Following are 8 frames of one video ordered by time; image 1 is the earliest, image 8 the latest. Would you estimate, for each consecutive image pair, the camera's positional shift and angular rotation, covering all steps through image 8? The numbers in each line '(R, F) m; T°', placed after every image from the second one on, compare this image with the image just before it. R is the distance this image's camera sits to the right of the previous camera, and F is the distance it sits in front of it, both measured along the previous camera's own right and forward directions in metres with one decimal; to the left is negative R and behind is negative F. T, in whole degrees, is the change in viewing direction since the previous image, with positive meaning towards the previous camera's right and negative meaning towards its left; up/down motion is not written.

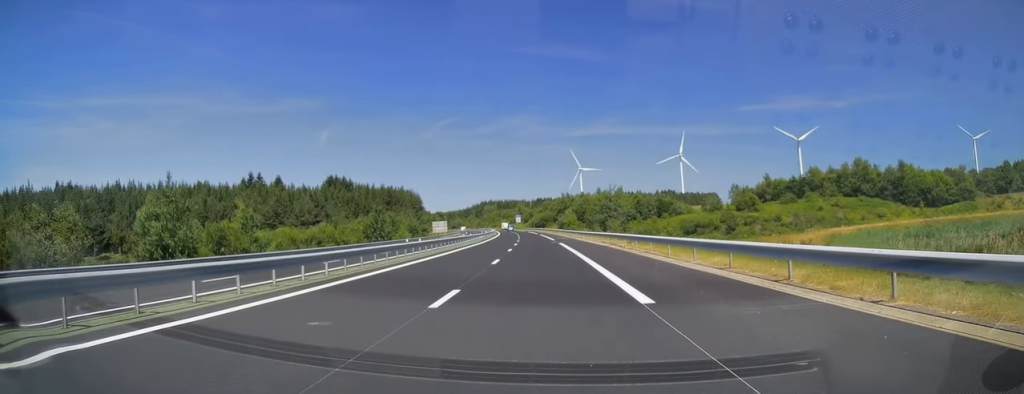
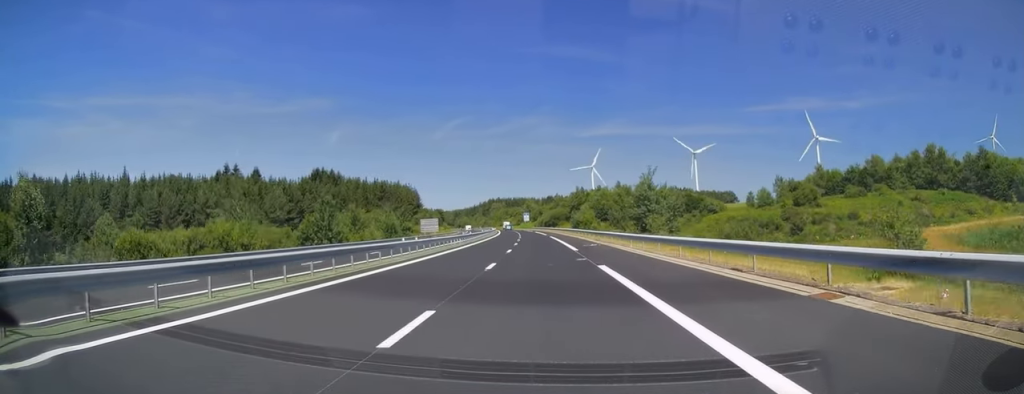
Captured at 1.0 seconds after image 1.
(-0.1, +29.9) m; -1°
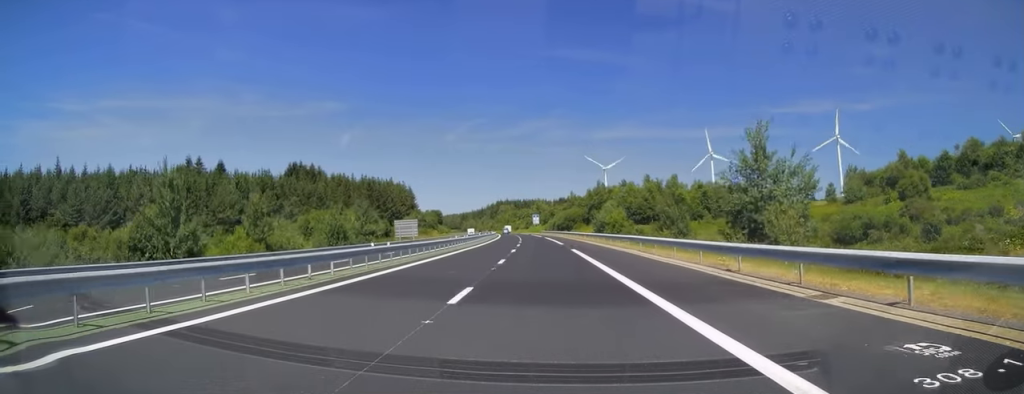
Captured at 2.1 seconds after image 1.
(-0.6, +35.0) m; -2°
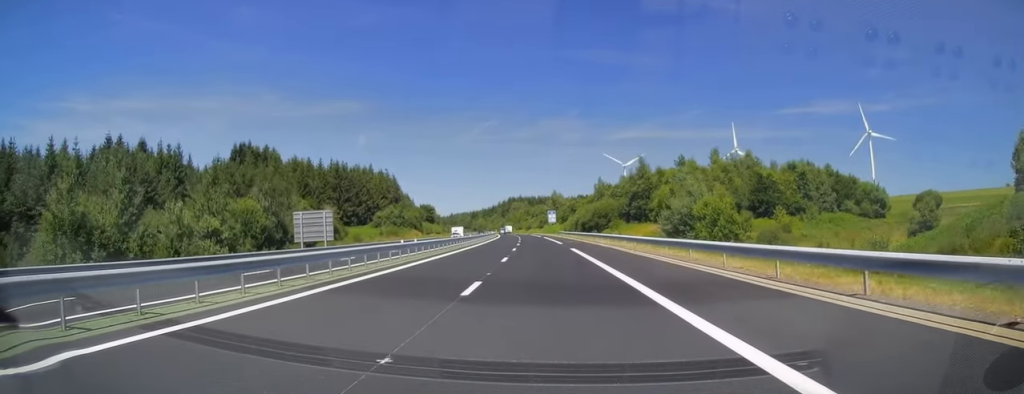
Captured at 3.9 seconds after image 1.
(-0.6, +50.8) m; -1°
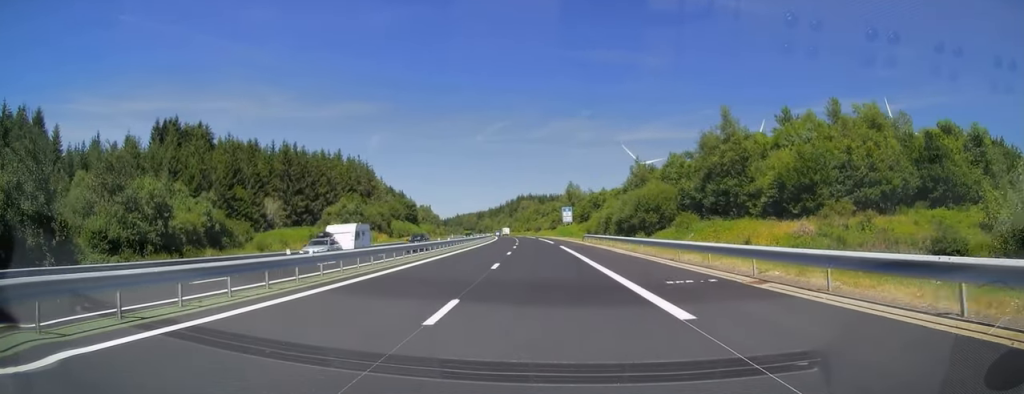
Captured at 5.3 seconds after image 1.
(-0.4, +42.7) m; -1°
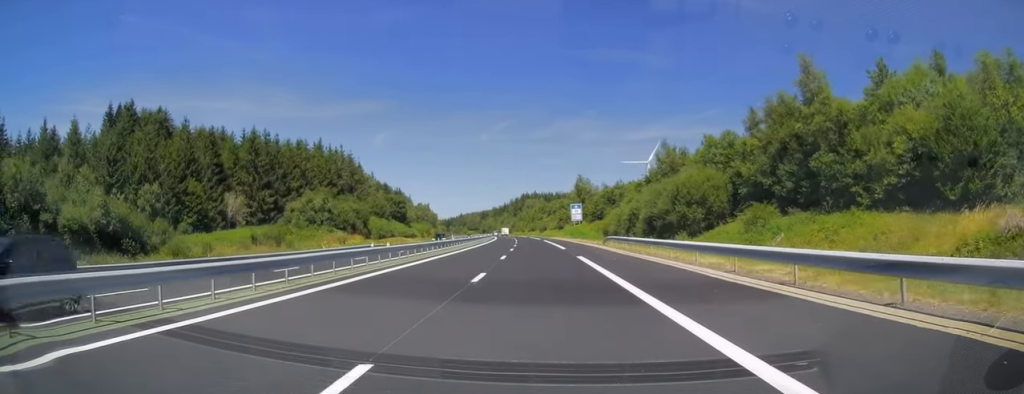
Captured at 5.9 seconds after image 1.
(0.0, +18.6) m; 0°
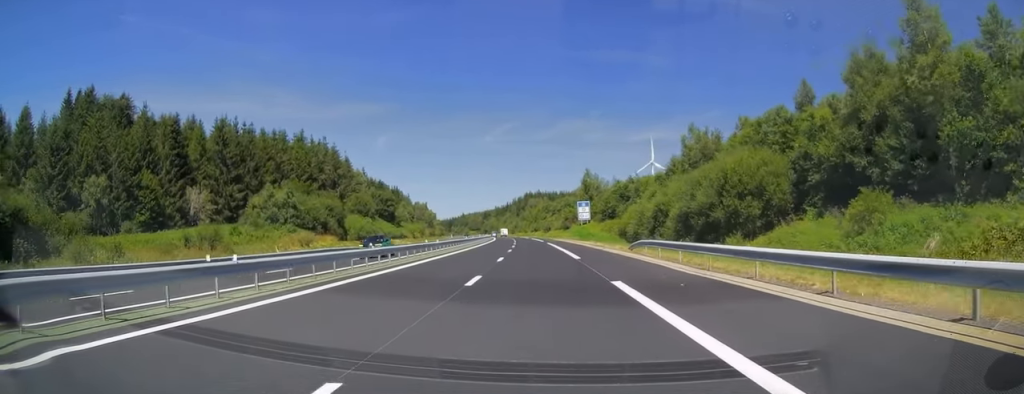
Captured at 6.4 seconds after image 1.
(0.0, +13.7) m; -1°
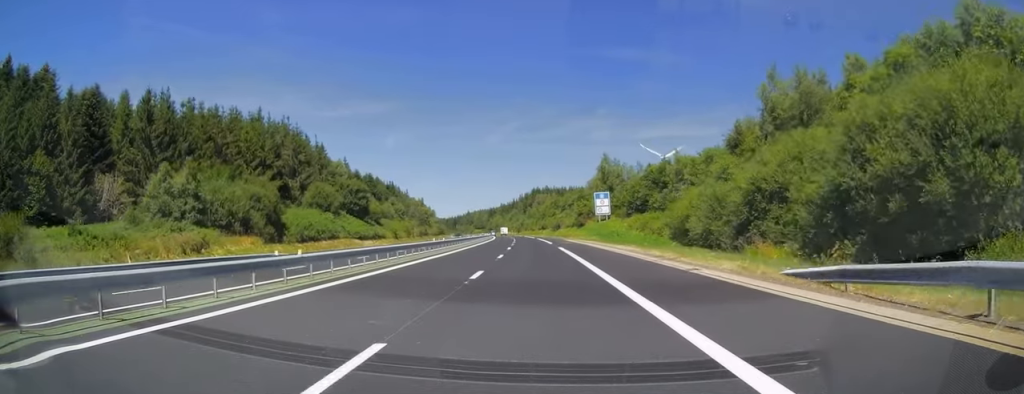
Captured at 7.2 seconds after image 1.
(-0.2, +24.0) m; -1°
